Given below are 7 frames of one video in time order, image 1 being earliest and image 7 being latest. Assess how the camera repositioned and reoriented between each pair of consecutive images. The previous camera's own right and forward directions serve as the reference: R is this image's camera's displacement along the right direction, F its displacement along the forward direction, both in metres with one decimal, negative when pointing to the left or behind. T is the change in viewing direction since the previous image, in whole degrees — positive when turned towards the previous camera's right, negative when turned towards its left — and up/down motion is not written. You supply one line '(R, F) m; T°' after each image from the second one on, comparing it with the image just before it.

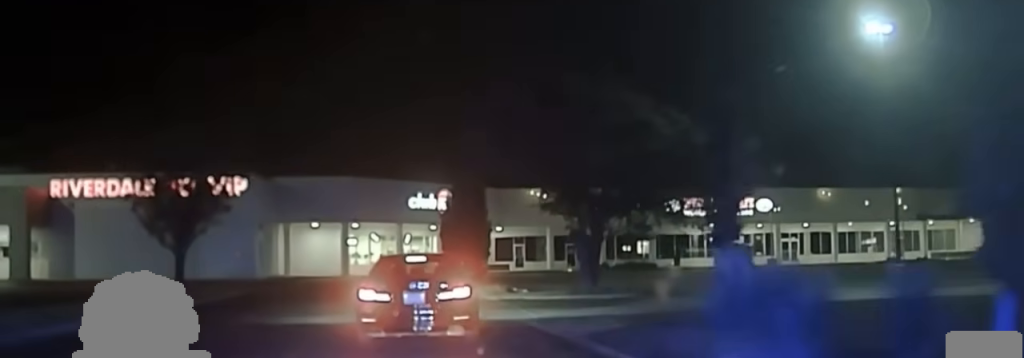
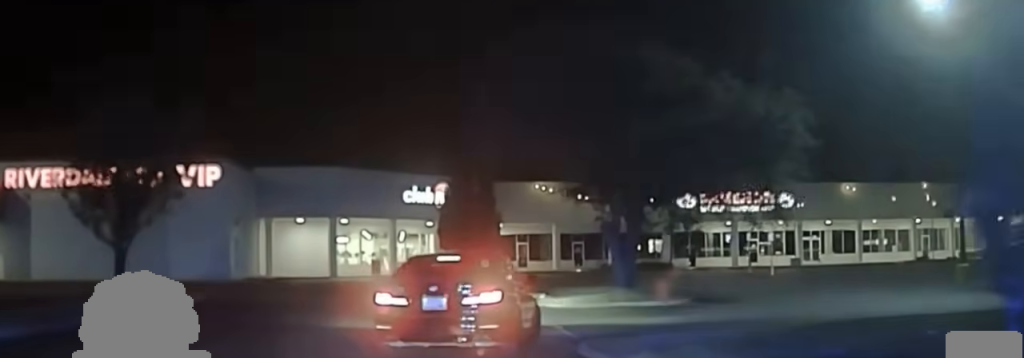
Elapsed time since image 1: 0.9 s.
(+0.2, +6.6) m; +2°
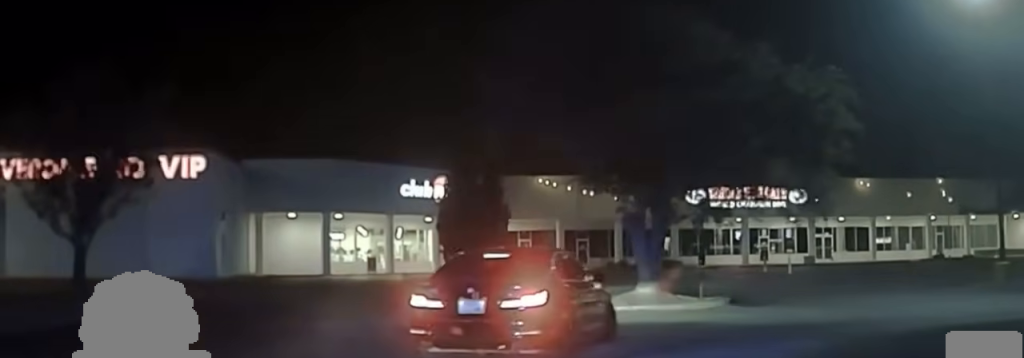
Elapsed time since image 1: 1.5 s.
(-0.1, +3.3) m; +1°
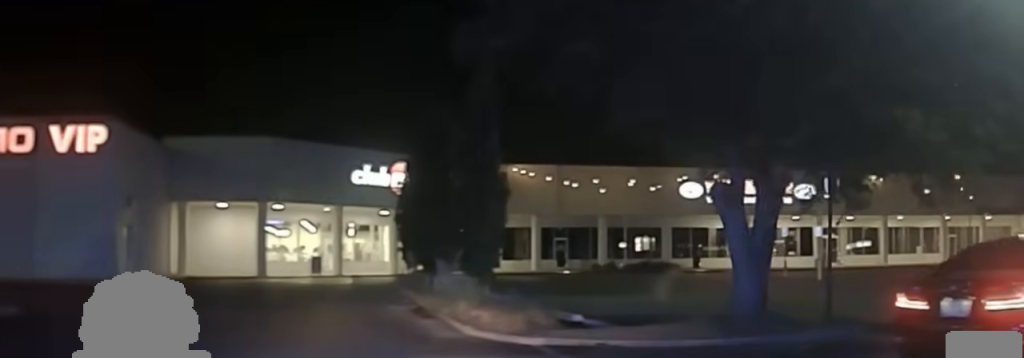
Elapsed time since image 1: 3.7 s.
(+1.2, +8.9) m; +32°
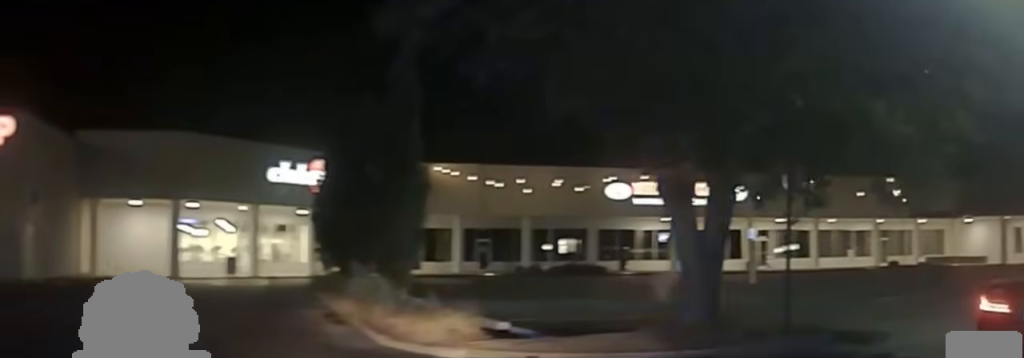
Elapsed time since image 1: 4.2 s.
(+0.4, +1.1) m; +18°
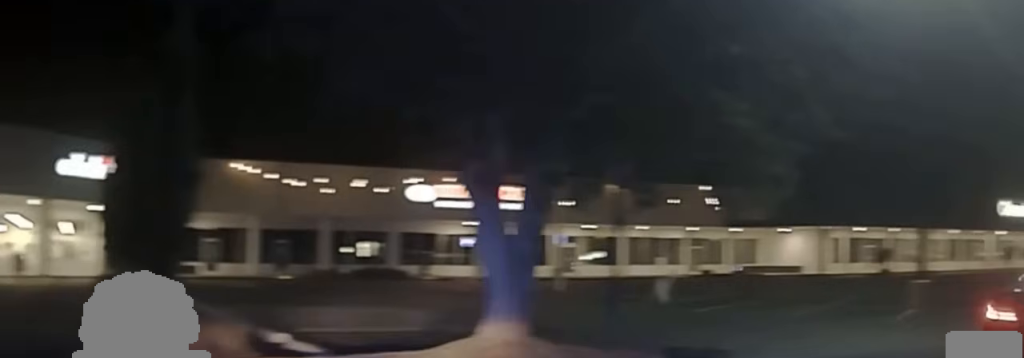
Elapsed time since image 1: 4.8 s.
(+0.3, +1.3) m; +20°
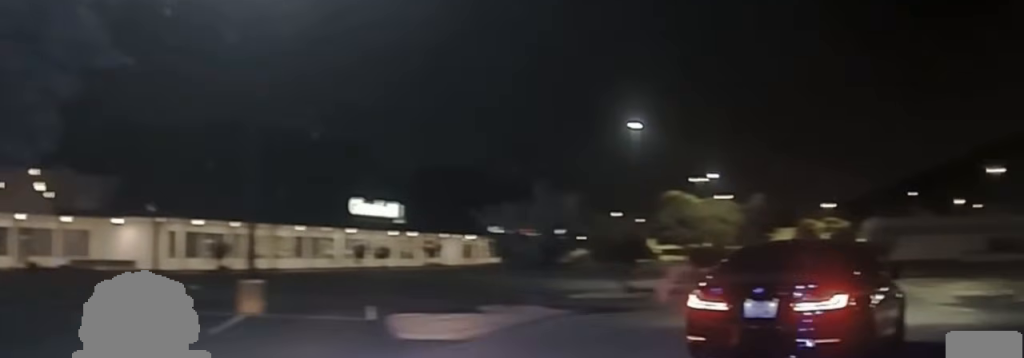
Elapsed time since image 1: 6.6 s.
(+1.0, +3.2) m; +14°
